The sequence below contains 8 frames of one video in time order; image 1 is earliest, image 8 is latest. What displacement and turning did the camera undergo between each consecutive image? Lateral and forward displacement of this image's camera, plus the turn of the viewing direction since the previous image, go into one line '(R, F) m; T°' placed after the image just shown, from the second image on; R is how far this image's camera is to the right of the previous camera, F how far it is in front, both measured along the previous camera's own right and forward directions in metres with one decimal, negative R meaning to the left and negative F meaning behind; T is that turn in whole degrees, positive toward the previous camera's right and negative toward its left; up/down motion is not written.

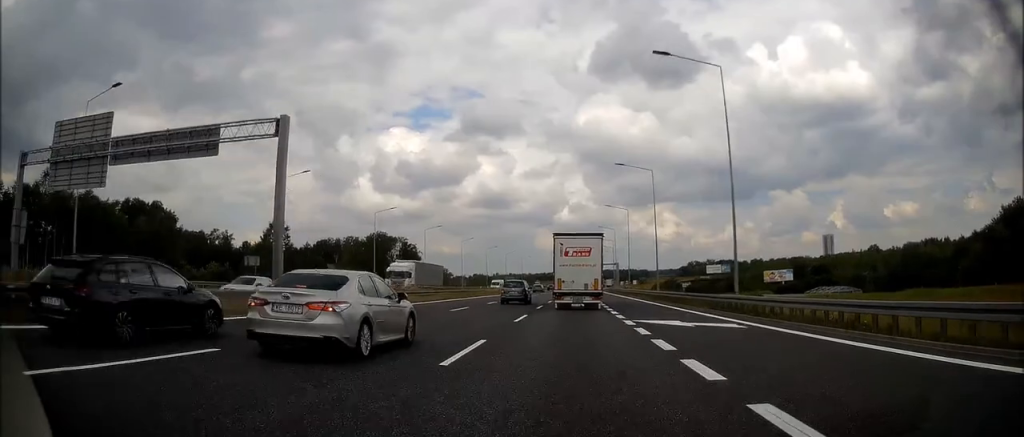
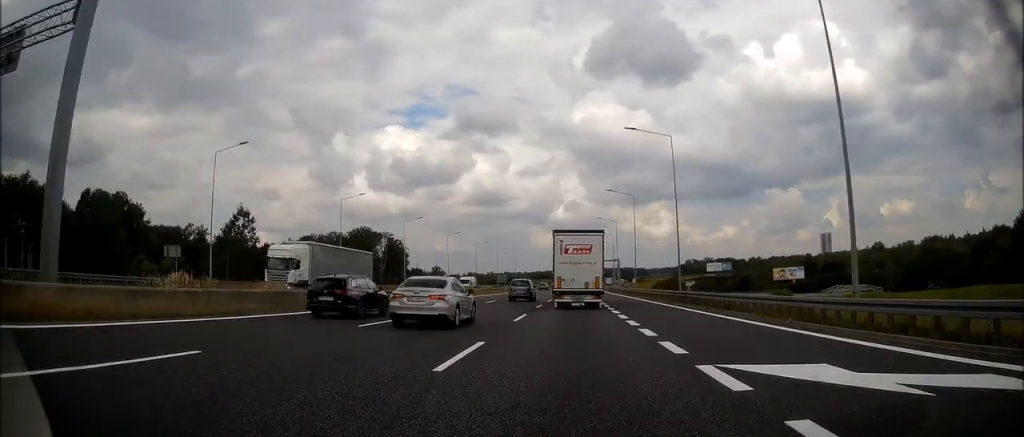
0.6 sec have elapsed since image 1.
(-0.1, +12.7) m; +1°
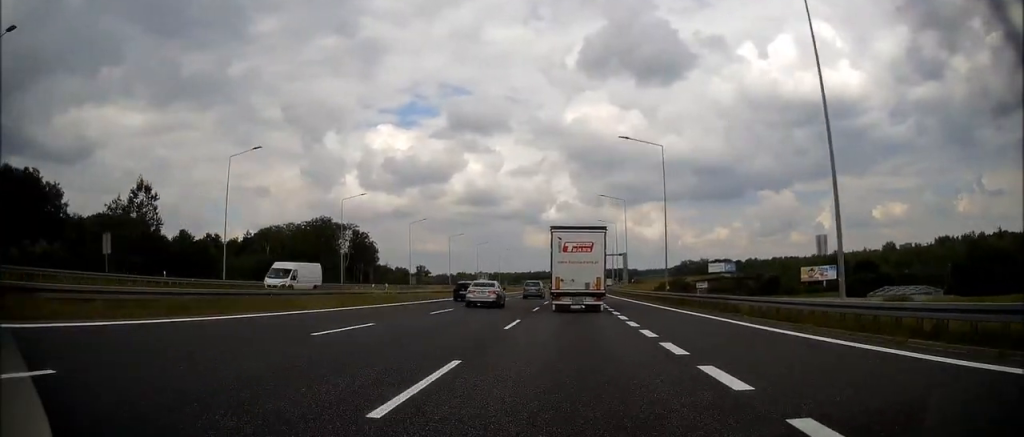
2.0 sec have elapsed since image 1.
(+0.4, +27.3) m; +1°
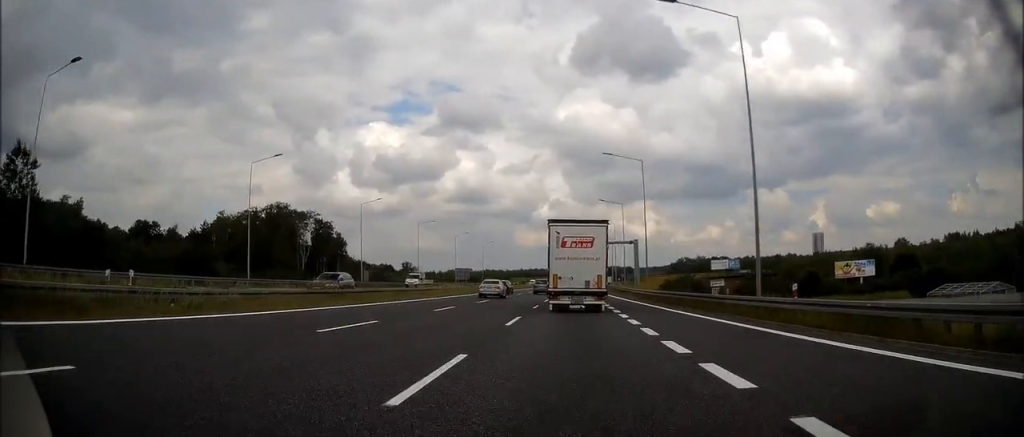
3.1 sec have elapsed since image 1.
(-0.1, +23.7) m; 0°
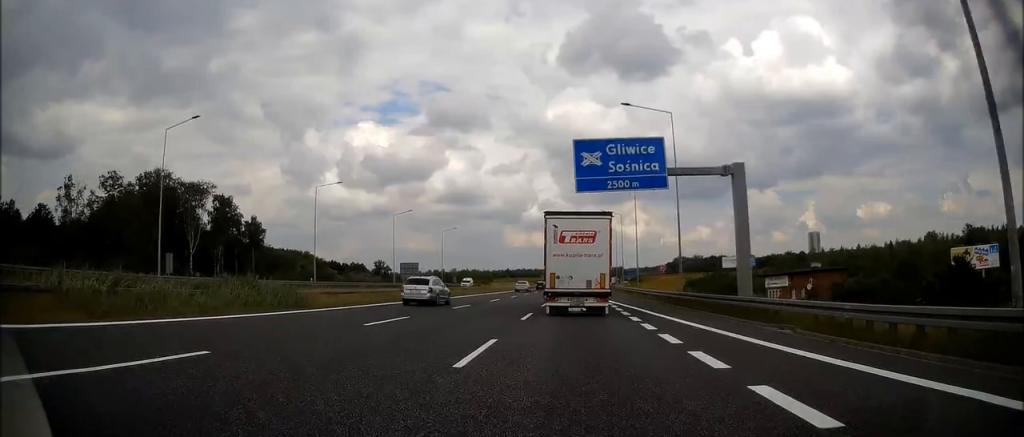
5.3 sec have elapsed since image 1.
(+0.8, +45.8) m; +1°
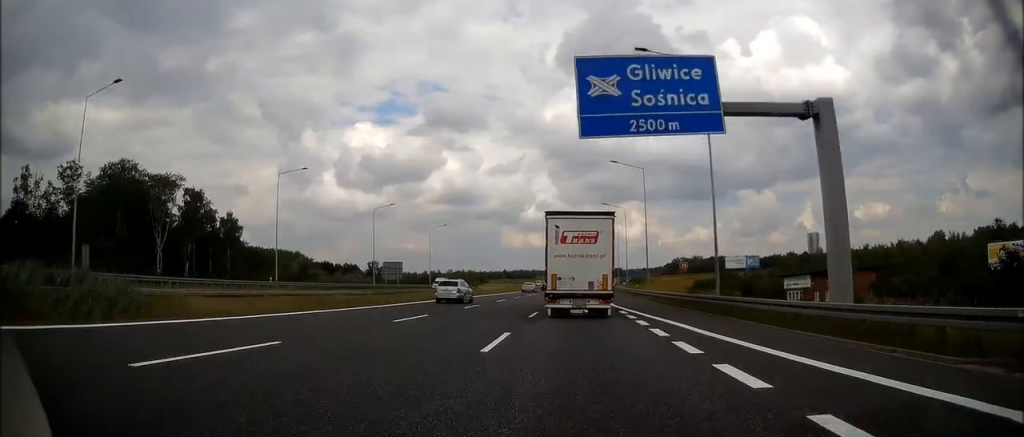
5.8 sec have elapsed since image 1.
(-0.2, +9.7) m; 0°
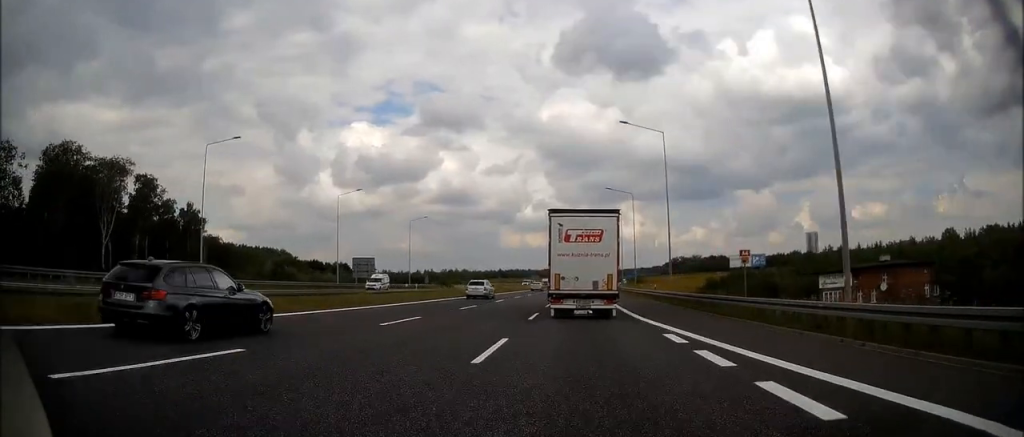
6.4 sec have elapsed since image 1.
(+0.2, +13.9) m; +1°
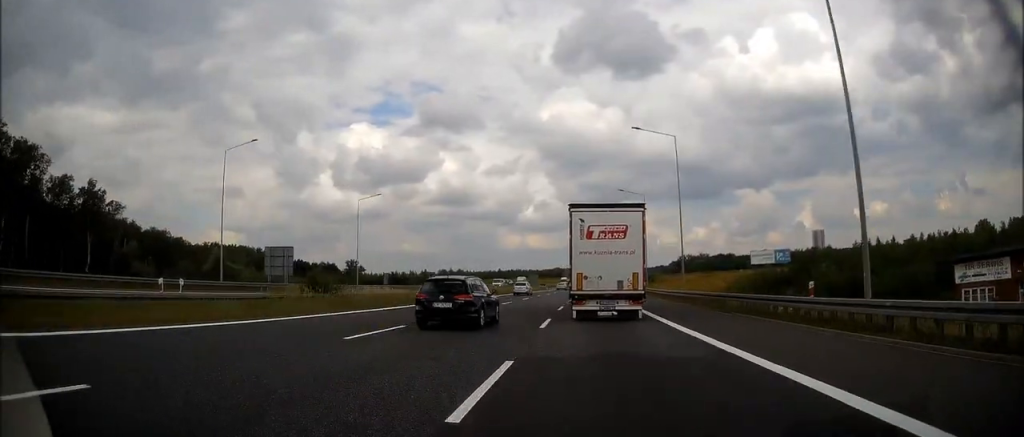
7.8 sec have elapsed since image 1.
(+0.2, +29.7) m; 0°
